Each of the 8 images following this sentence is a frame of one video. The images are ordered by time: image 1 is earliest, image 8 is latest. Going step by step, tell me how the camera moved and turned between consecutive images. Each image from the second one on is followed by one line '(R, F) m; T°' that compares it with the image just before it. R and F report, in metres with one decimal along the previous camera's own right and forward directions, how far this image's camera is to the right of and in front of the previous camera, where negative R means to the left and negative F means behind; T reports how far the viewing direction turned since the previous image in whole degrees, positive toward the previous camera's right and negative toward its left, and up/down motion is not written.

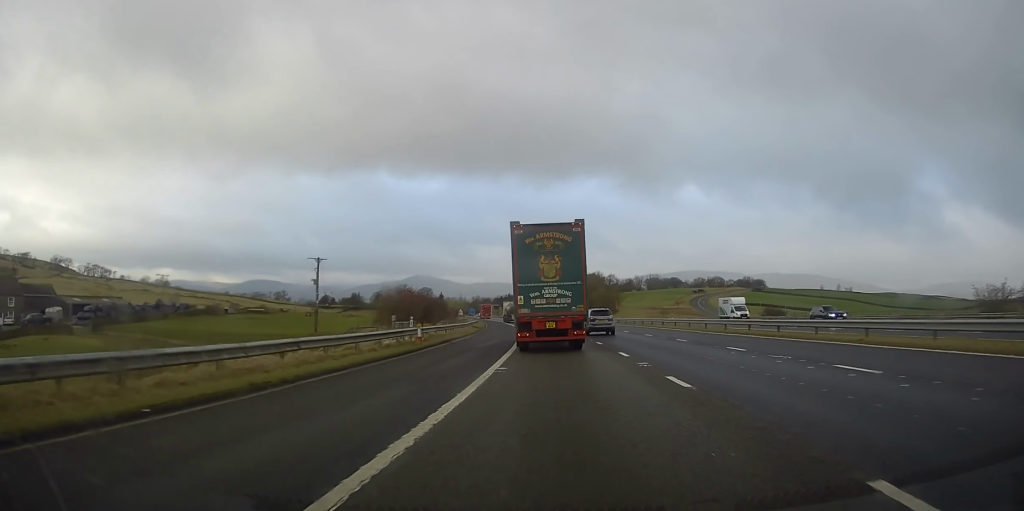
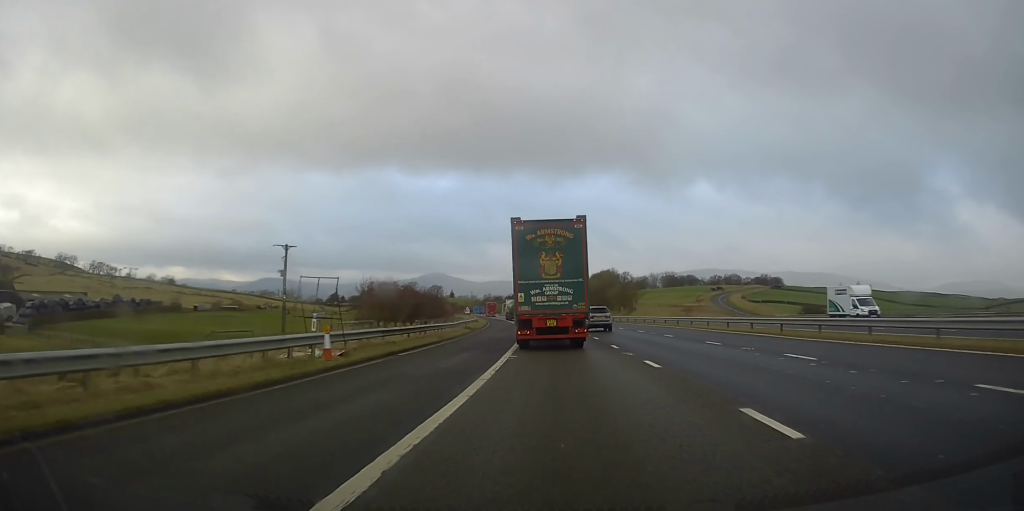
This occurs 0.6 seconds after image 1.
(-0.1, +14.1) m; -1°
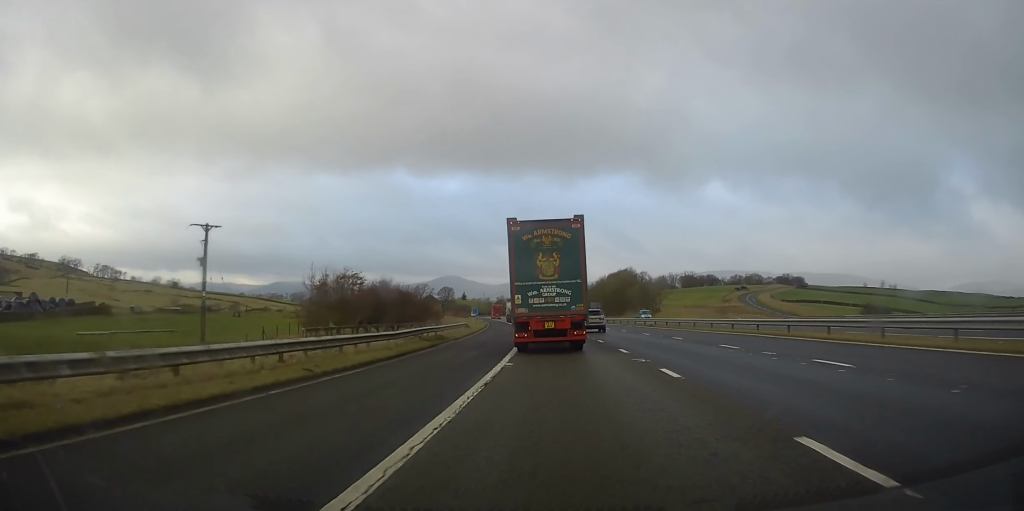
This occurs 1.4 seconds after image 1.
(-0.2, +20.9) m; -1°
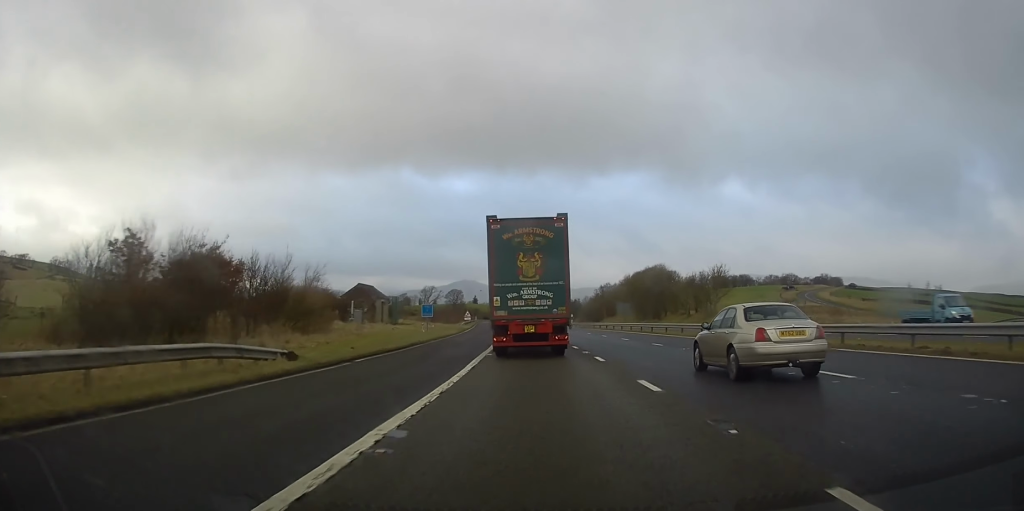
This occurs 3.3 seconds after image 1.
(-1.2, +46.6) m; -2°
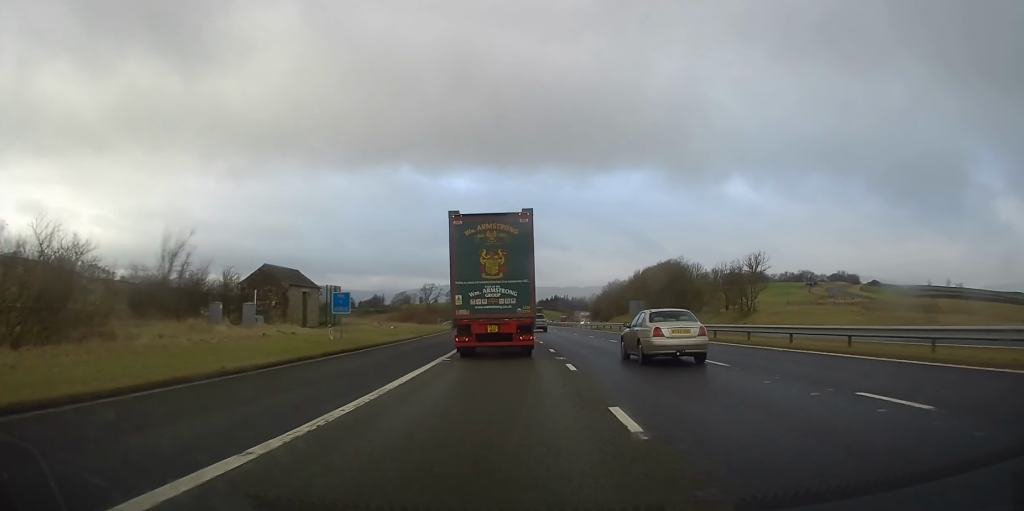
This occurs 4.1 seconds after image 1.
(-0.1, +21.9) m; 0°
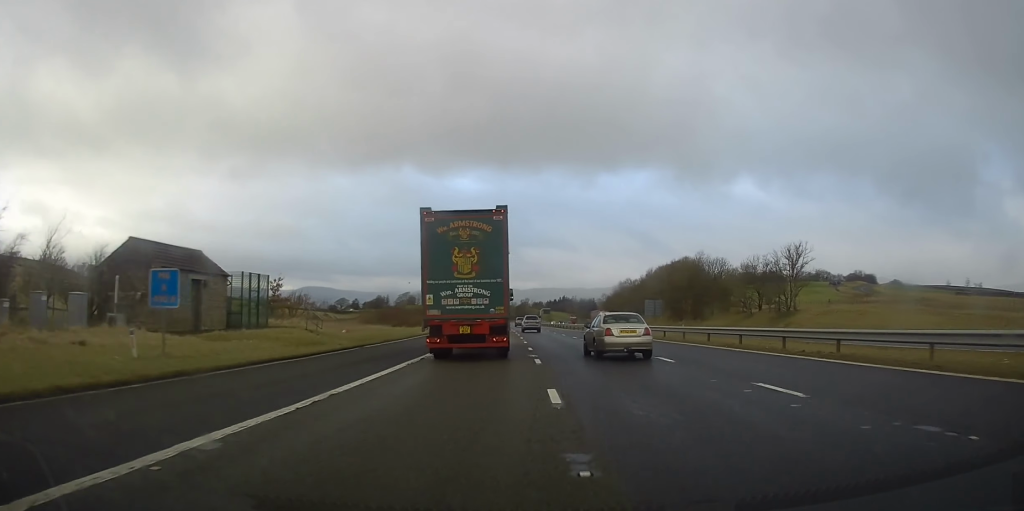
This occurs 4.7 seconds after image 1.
(0.0, +14.7) m; 0°
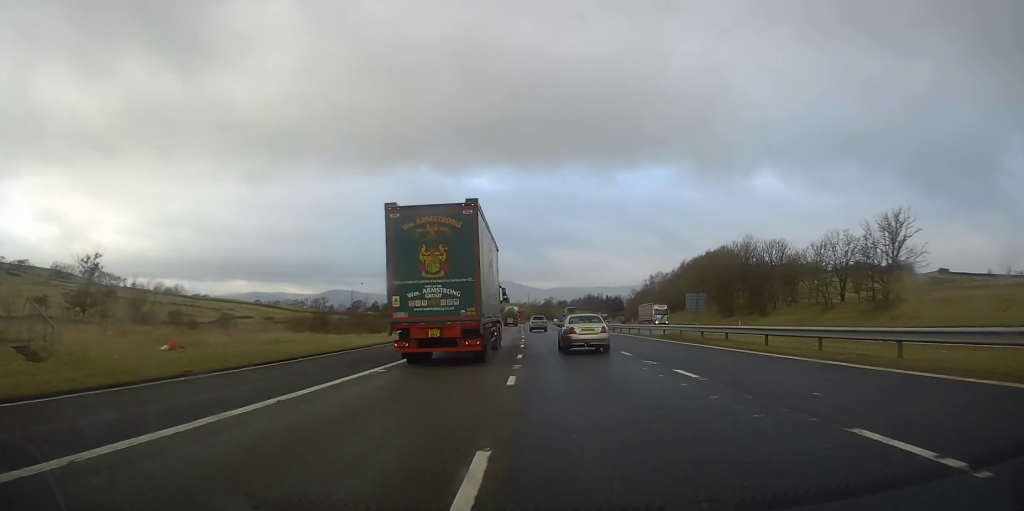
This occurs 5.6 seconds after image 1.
(-0.1, +23.1) m; -1°
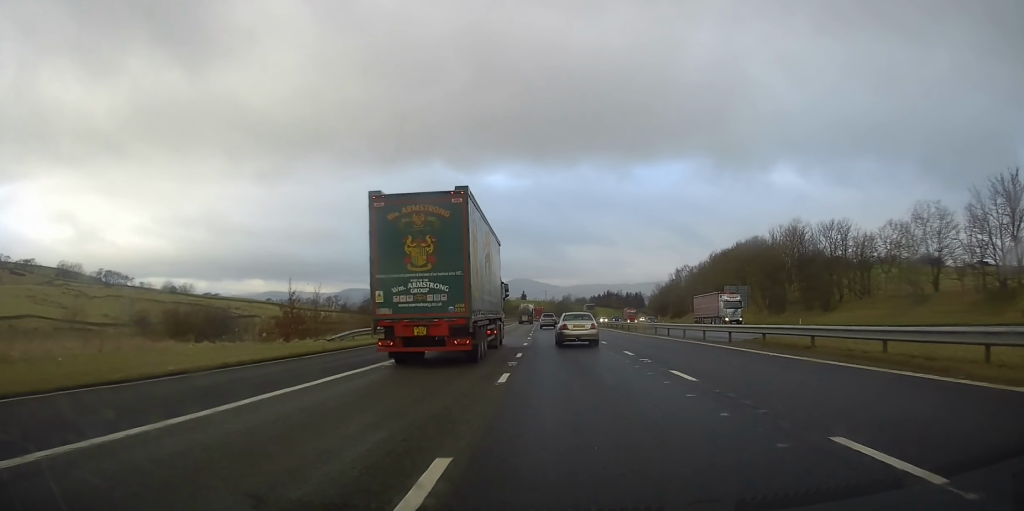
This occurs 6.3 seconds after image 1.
(0.0, +18.0) m; -1°
